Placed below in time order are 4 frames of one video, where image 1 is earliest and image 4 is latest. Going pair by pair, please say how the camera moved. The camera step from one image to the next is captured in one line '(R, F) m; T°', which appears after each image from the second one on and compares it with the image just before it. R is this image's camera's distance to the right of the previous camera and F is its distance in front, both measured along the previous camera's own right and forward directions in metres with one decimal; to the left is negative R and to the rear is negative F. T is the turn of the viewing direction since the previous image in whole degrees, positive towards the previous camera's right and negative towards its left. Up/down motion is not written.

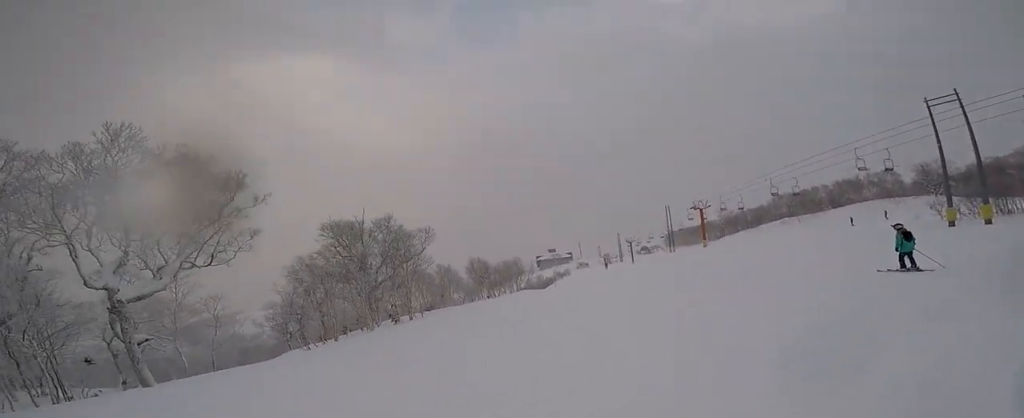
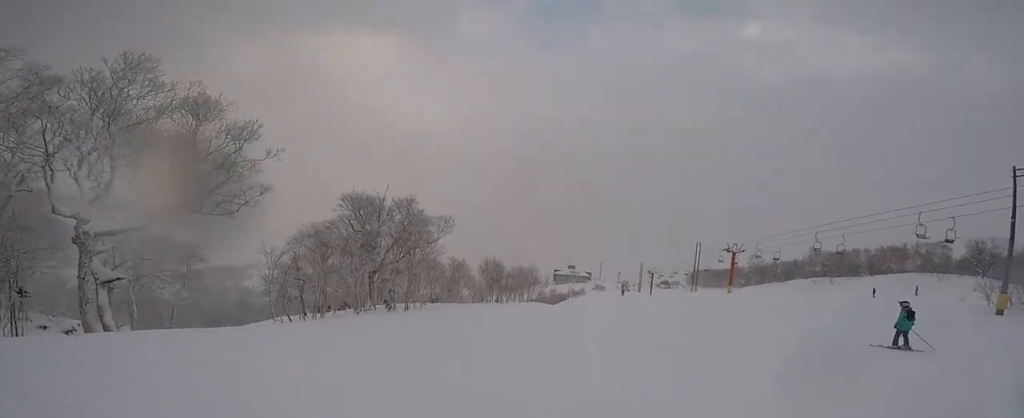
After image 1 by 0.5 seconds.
(0.0, +1.8) m; 0°
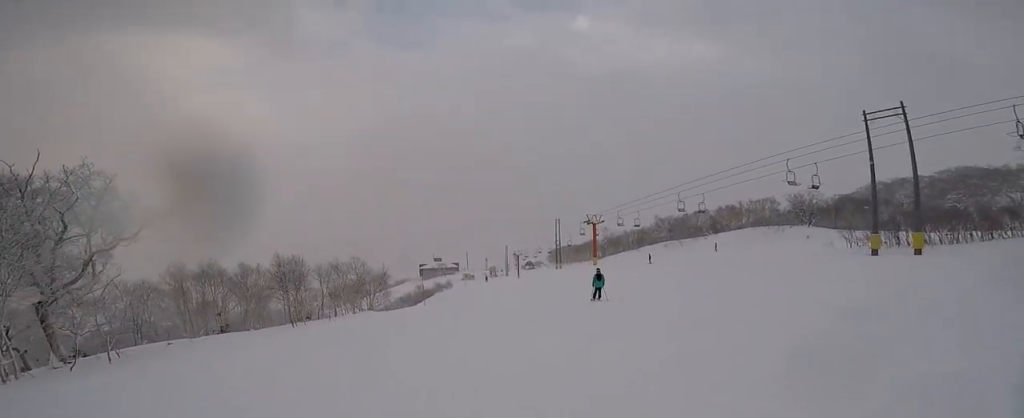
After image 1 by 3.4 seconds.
(-0.1, +9.9) m; -6°
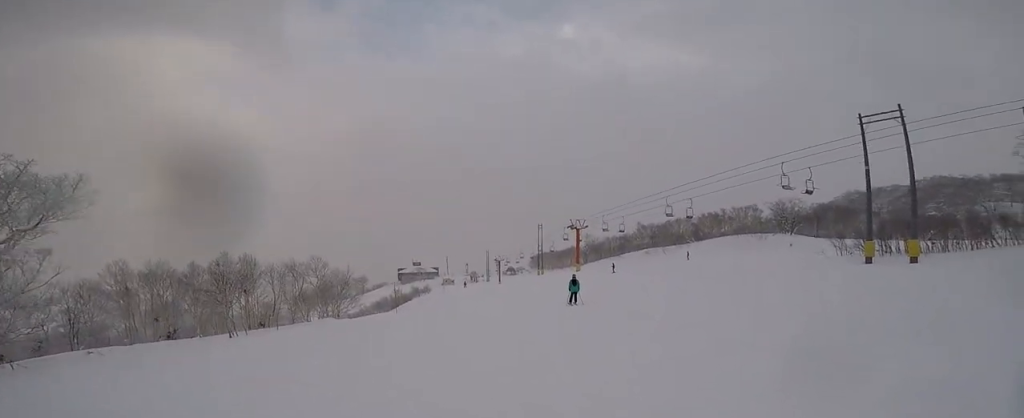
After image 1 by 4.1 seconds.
(-0.1, +2.2) m; -4°
